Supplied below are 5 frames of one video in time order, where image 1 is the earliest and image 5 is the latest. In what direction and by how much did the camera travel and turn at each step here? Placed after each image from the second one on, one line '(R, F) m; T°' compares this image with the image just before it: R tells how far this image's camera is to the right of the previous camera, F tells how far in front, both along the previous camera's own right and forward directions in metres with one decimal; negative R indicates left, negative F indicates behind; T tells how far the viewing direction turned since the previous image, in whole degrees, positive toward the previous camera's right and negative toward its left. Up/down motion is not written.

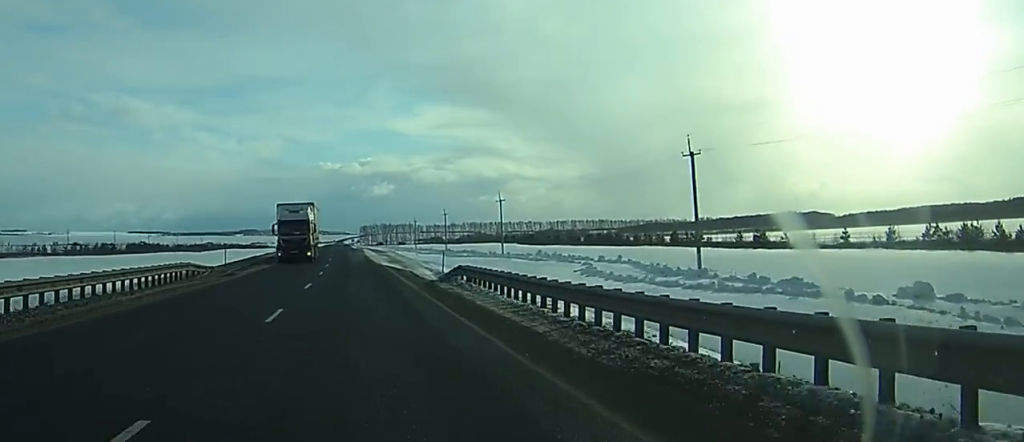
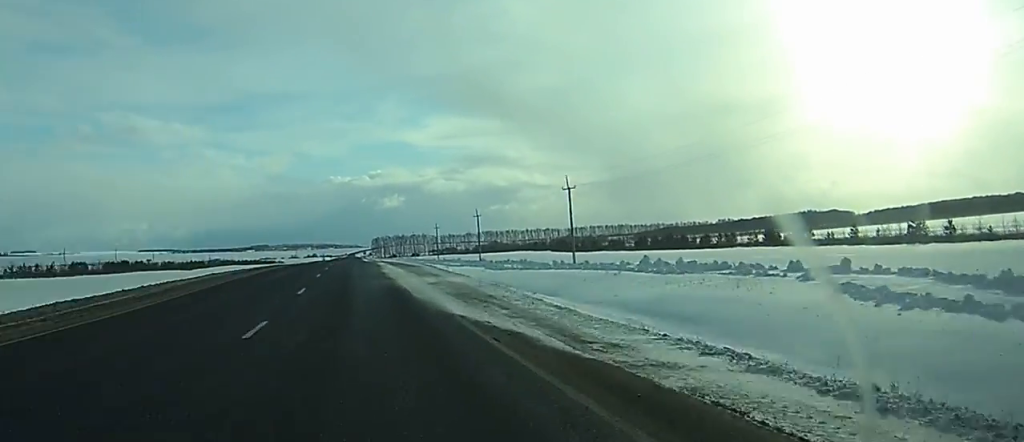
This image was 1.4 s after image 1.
(-0.5, +38.0) m; -2°
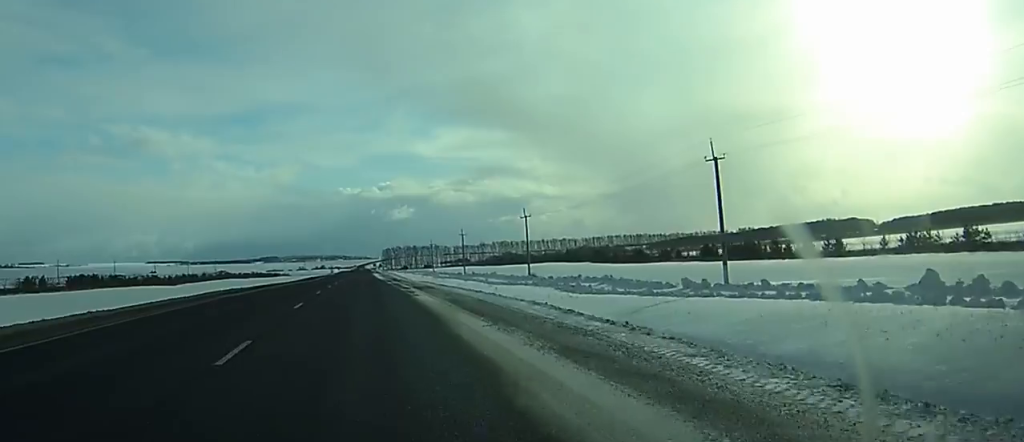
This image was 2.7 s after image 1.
(-0.6, +38.1) m; -2°
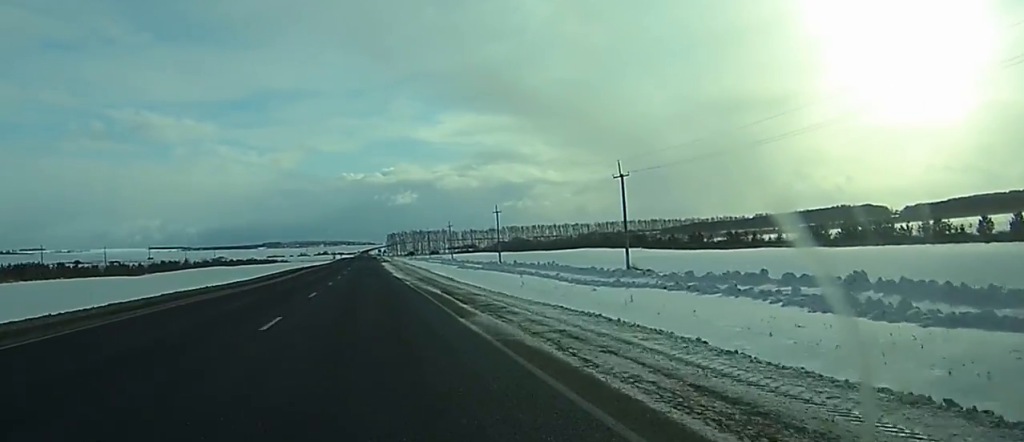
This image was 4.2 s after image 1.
(-0.5, +43.7) m; -1°
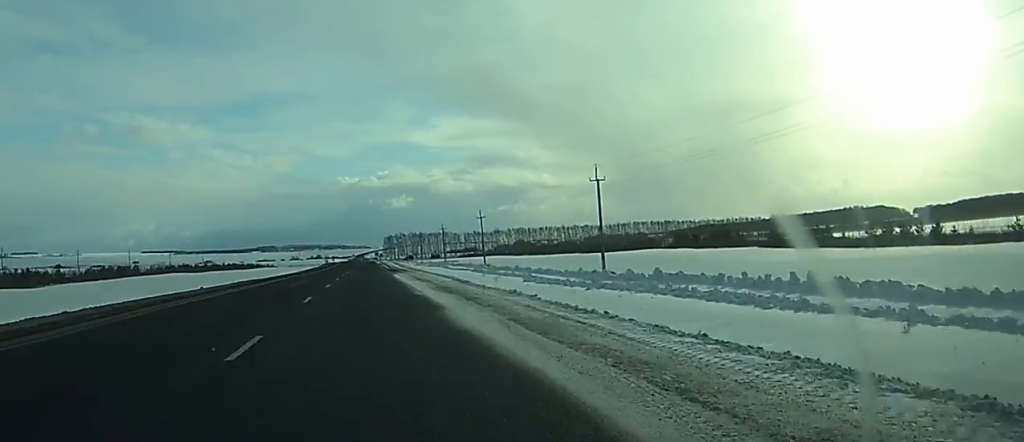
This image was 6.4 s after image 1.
(-0.2, +64.5) m; 0°
